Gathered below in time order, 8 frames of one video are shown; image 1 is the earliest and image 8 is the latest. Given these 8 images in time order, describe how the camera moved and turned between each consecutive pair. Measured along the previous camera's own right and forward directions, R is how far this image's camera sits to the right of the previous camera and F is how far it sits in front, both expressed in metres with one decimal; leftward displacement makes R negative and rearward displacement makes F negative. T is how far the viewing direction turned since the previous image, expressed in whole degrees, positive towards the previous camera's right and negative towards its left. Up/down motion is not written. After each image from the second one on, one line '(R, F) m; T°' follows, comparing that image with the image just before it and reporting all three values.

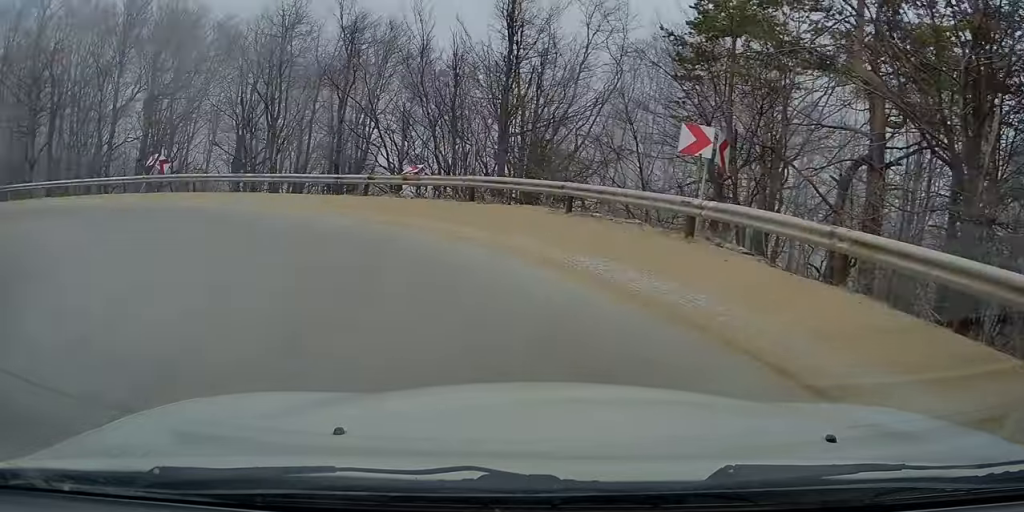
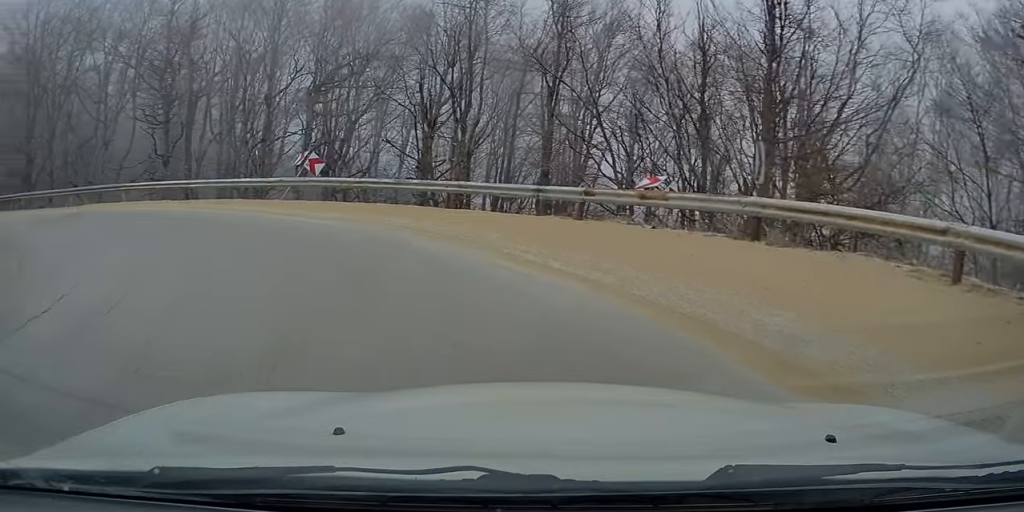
(-1.7, +6.5) m; -19°
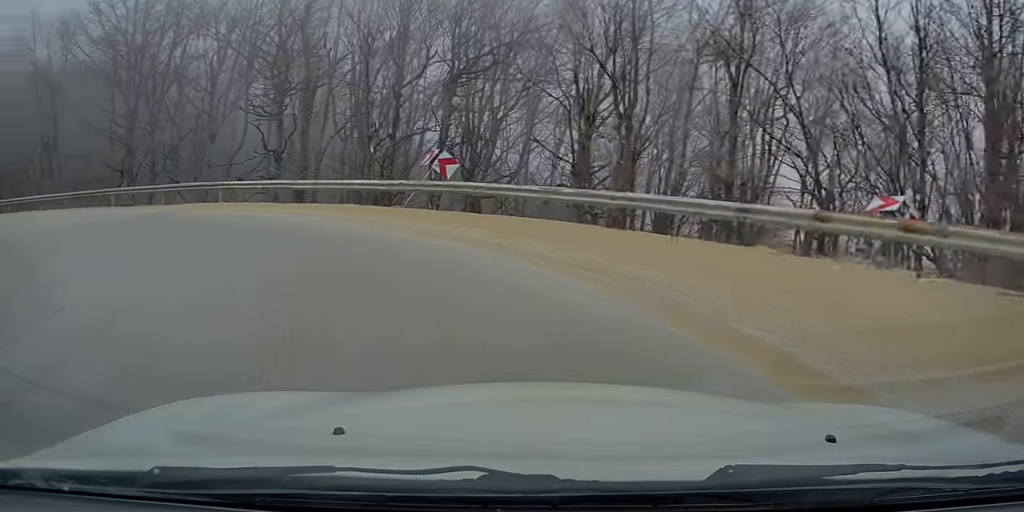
(-0.3, +3.9) m; -9°
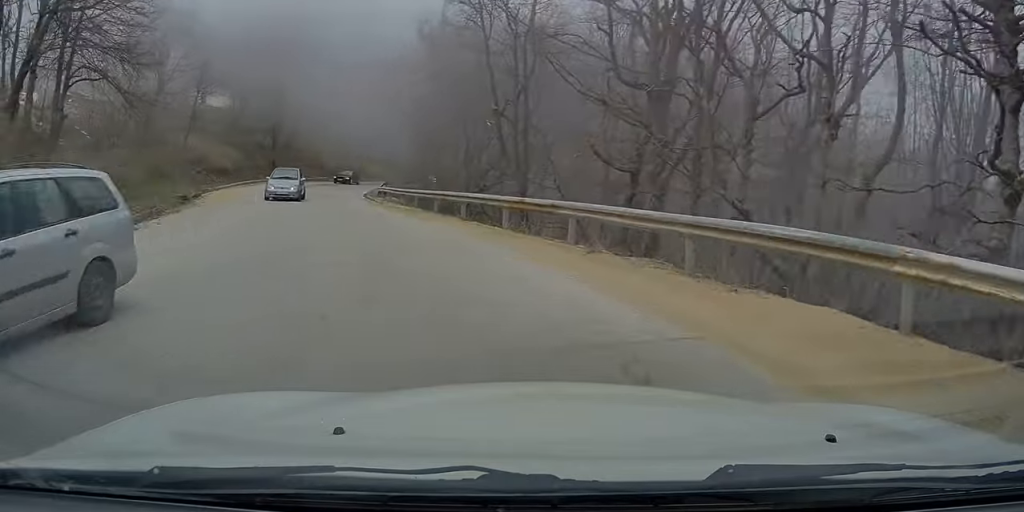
(-4.9, +16.2) m; -34°
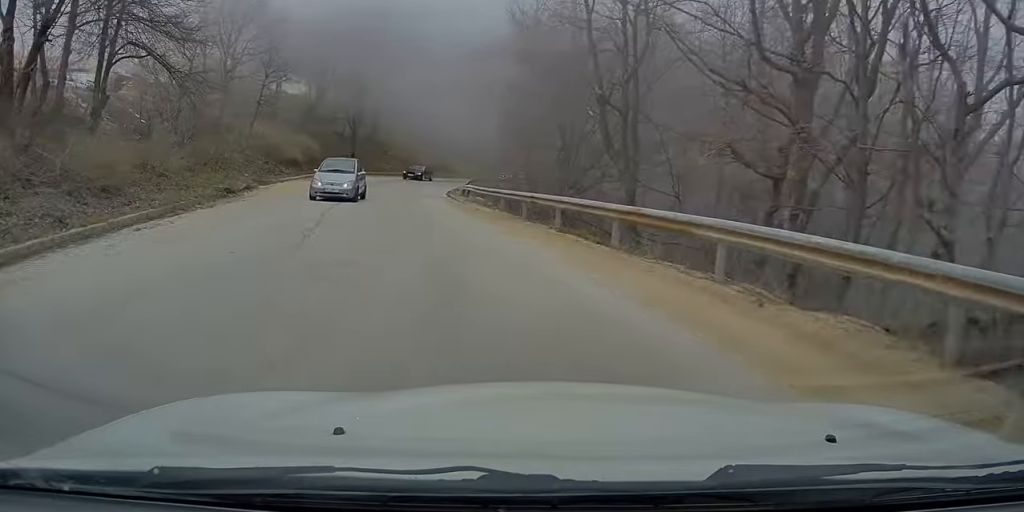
(-0.4, +3.9) m; -5°
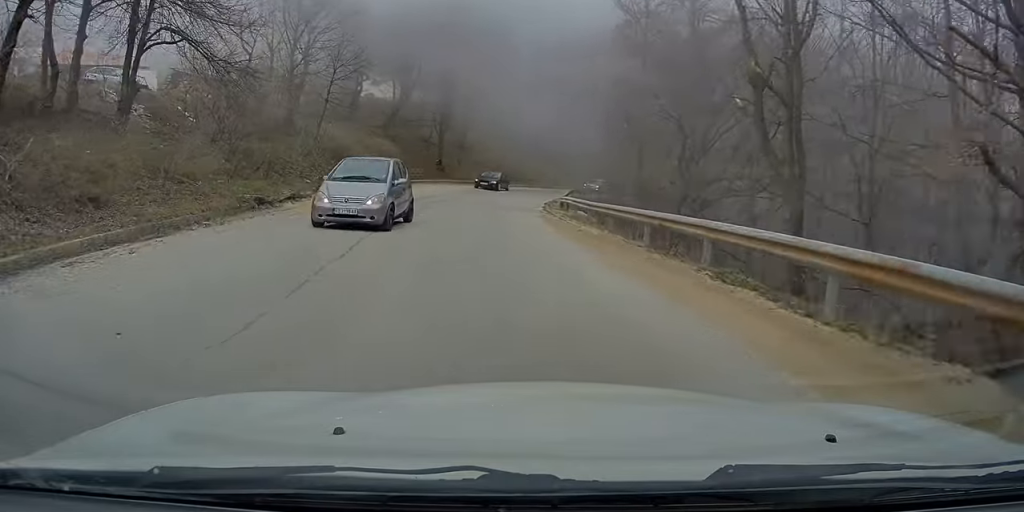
(-0.1, +5.0) m; -7°
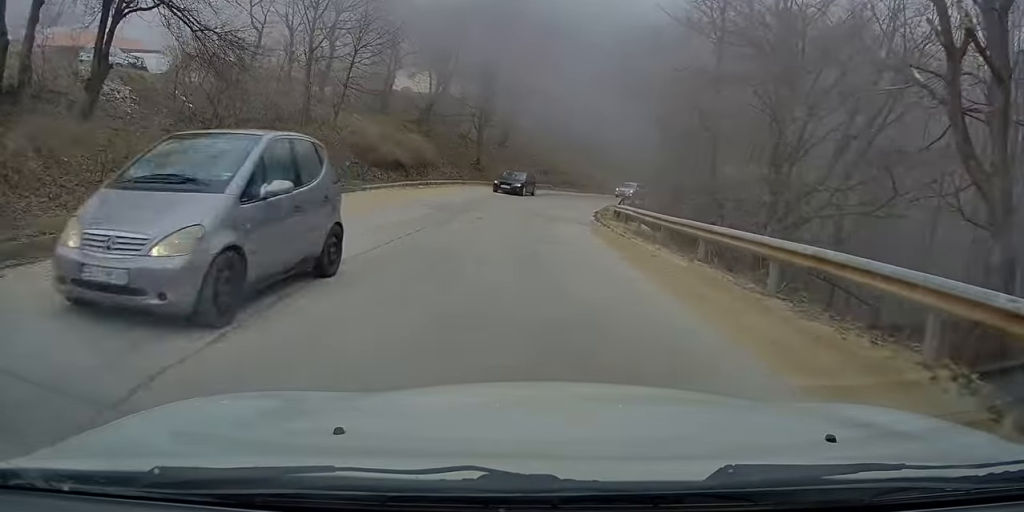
(-0.4, +5.2) m; -2°
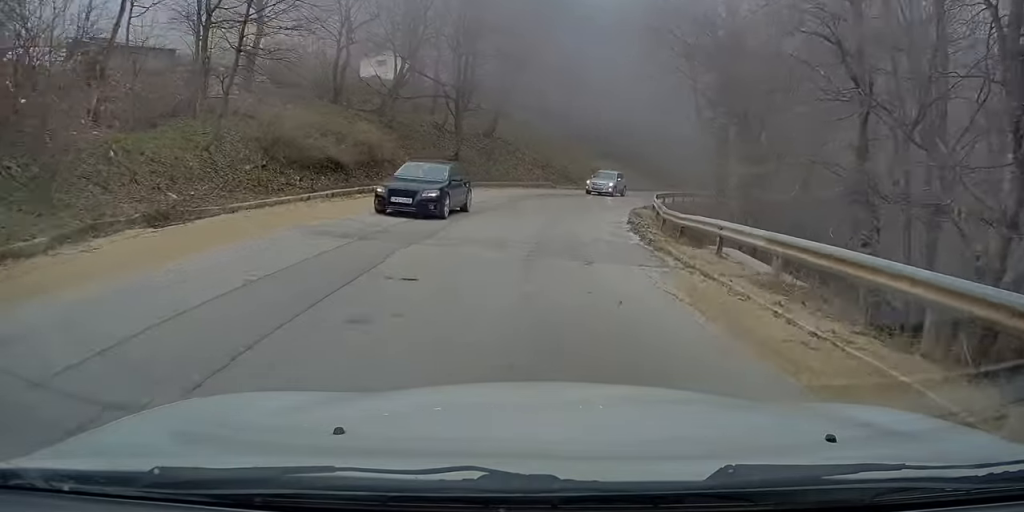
(-0.5, +11.5) m; -2°
